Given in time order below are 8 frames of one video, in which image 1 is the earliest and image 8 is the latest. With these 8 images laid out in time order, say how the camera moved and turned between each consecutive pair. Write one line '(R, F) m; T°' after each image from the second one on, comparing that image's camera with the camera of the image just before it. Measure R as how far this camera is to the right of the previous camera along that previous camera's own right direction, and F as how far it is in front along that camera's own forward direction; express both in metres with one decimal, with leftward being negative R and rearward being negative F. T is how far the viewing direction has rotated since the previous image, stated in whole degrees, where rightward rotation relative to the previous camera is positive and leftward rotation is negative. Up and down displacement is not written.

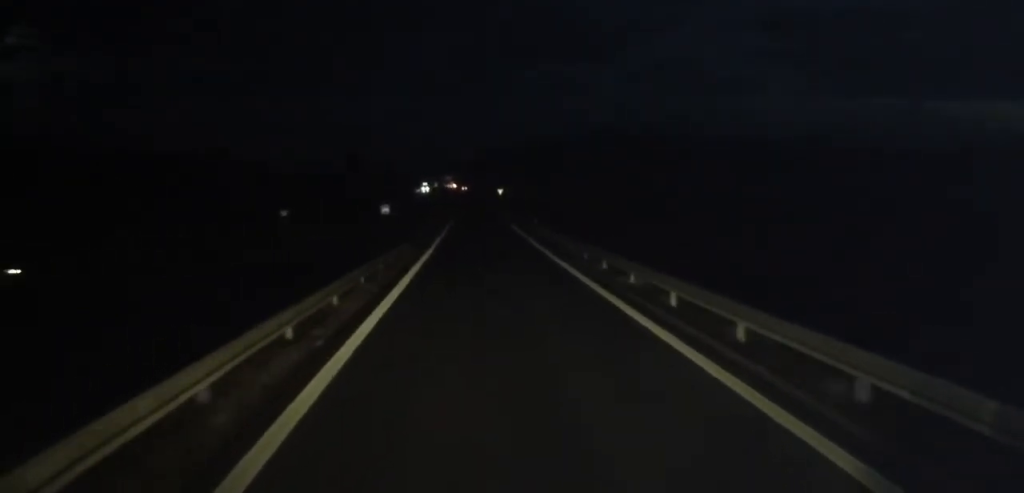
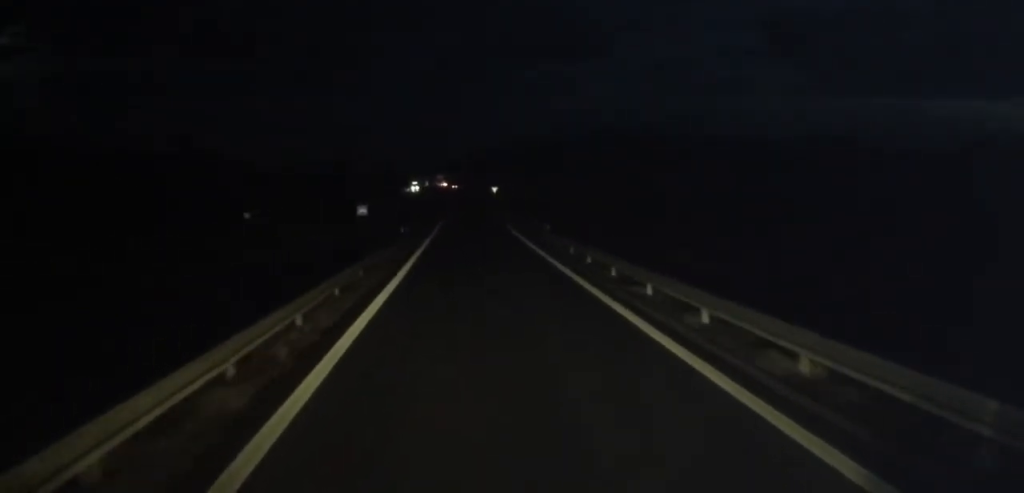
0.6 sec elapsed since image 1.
(-0.3, +10.2) m; +1°
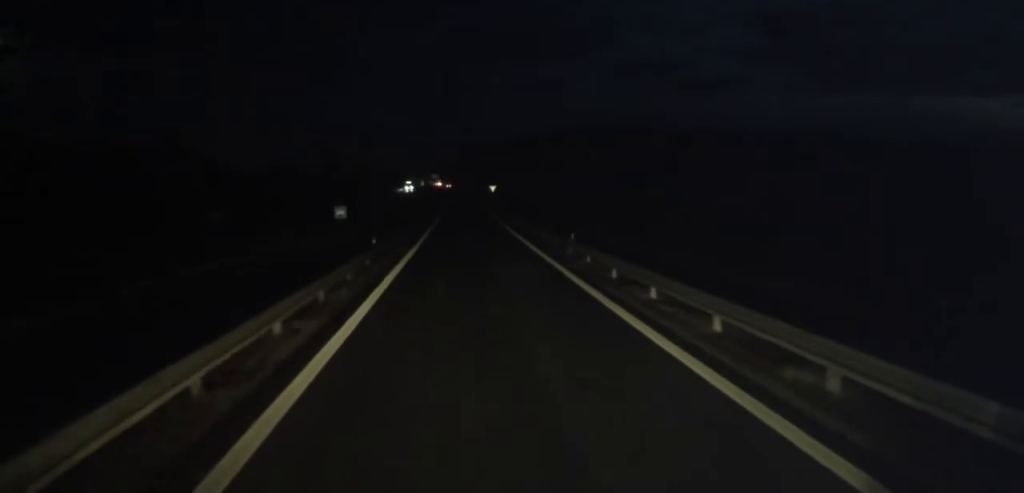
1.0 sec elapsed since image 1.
(+0.2, +8.7) m; +1°
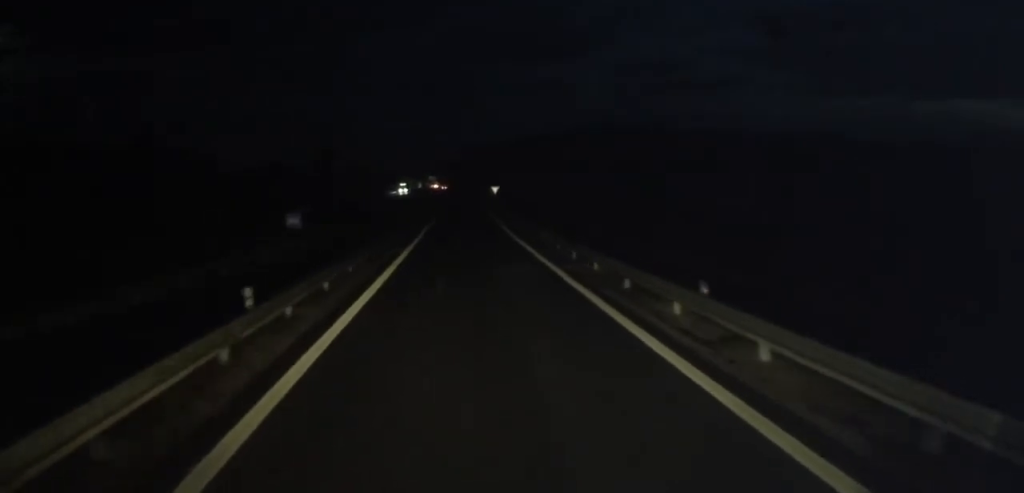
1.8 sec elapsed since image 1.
(+0.4, +13.9) m; +1°
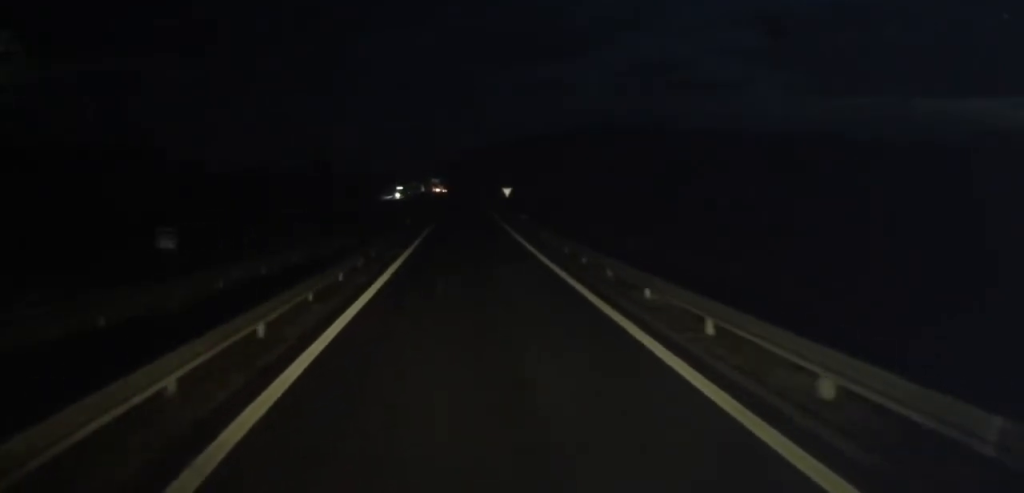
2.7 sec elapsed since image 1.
(0.0, +17.6) m; 0°
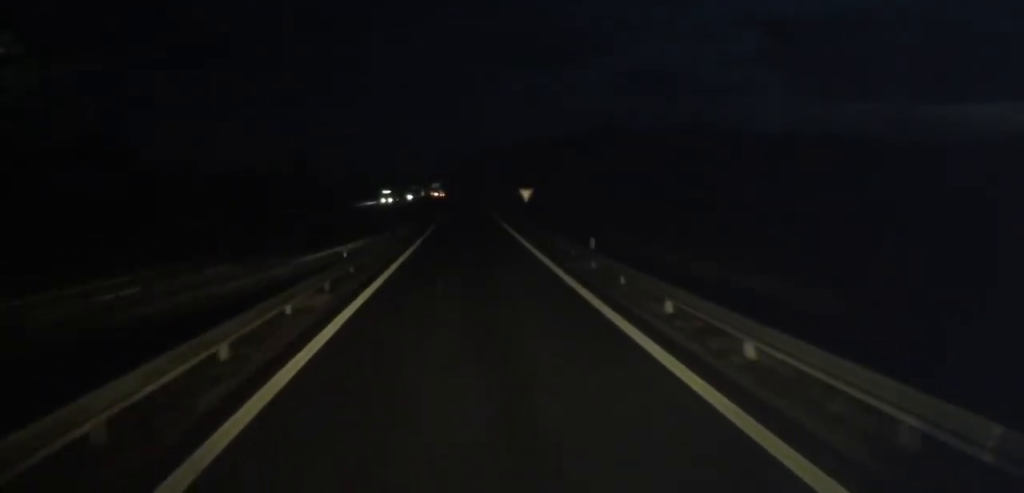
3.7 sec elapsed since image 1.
(-0.2, +21.5) m; -1°
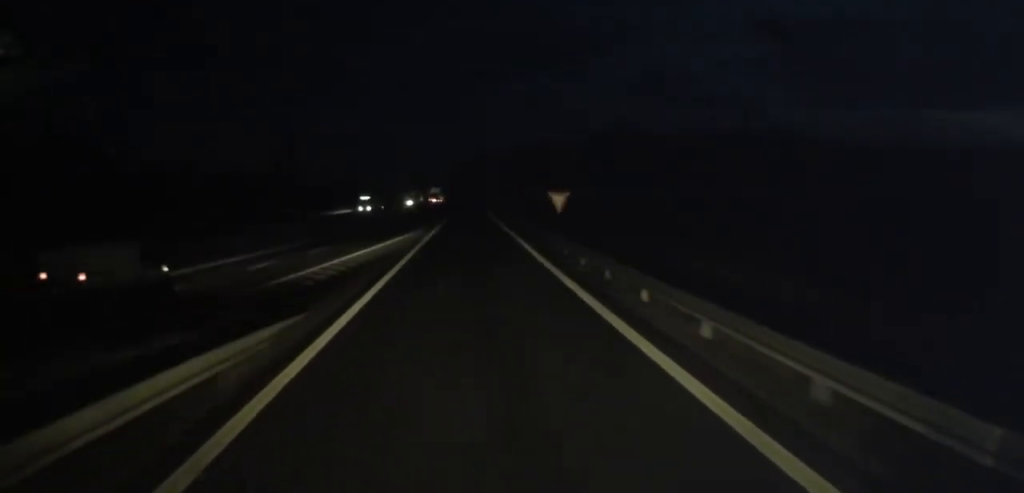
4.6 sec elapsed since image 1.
(0.0, +17.8) m; 0°
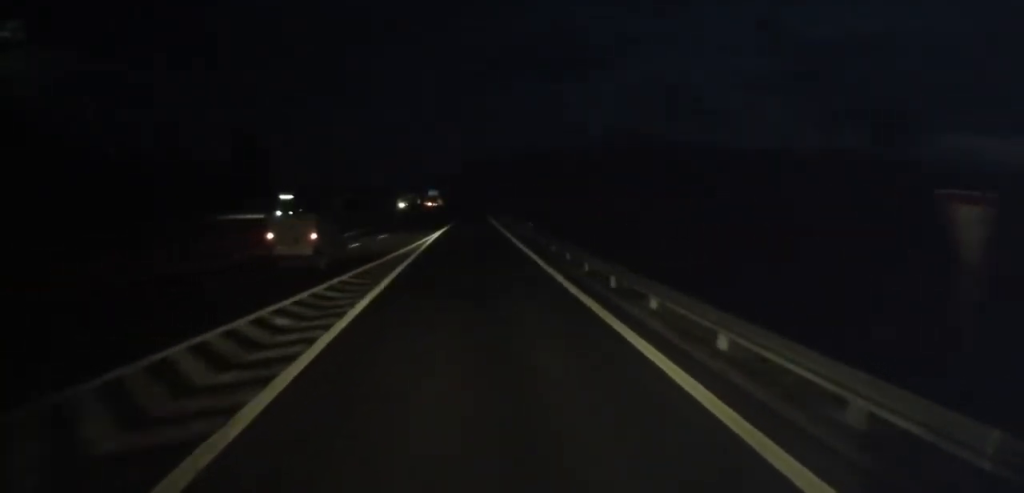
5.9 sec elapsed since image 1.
(+0.1, +28.4) m; 0°
